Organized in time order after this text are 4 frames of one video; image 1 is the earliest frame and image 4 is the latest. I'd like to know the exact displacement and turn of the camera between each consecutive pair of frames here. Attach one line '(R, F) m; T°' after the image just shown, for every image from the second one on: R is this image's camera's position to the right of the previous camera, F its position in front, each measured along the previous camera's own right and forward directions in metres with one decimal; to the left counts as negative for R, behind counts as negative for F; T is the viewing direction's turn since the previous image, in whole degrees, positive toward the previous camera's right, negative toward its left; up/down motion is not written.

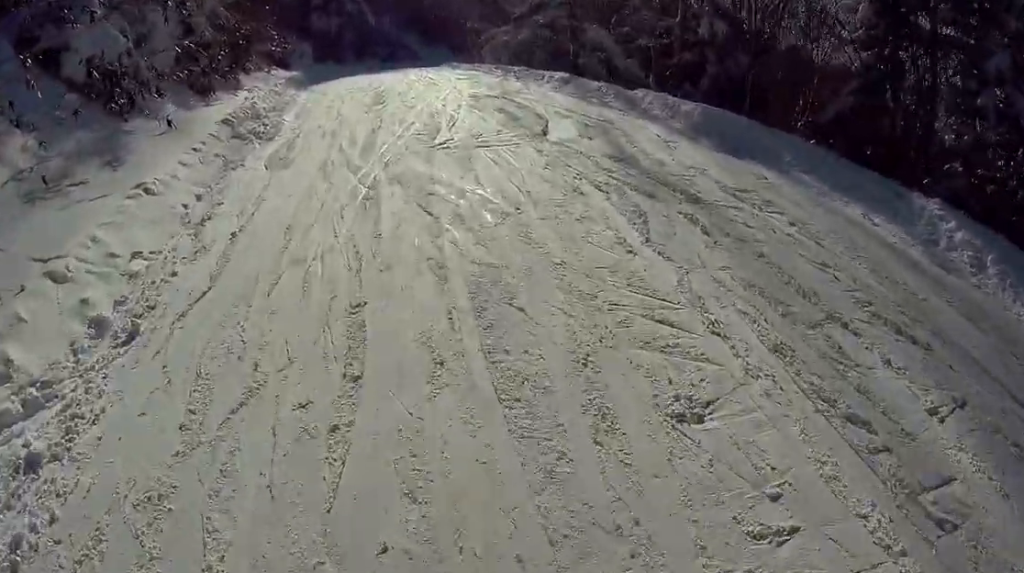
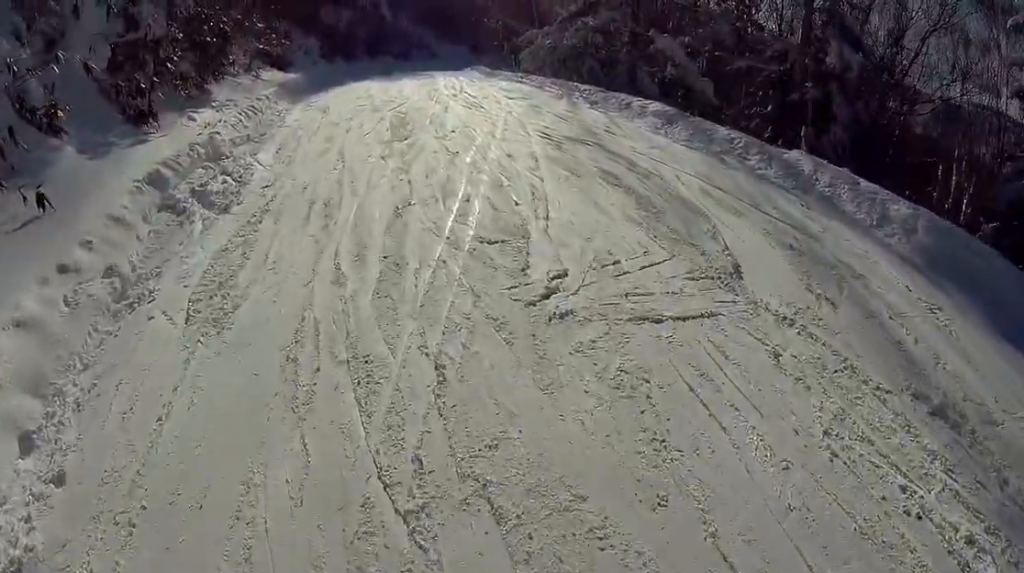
(+0.2, +9.9) m; -3°
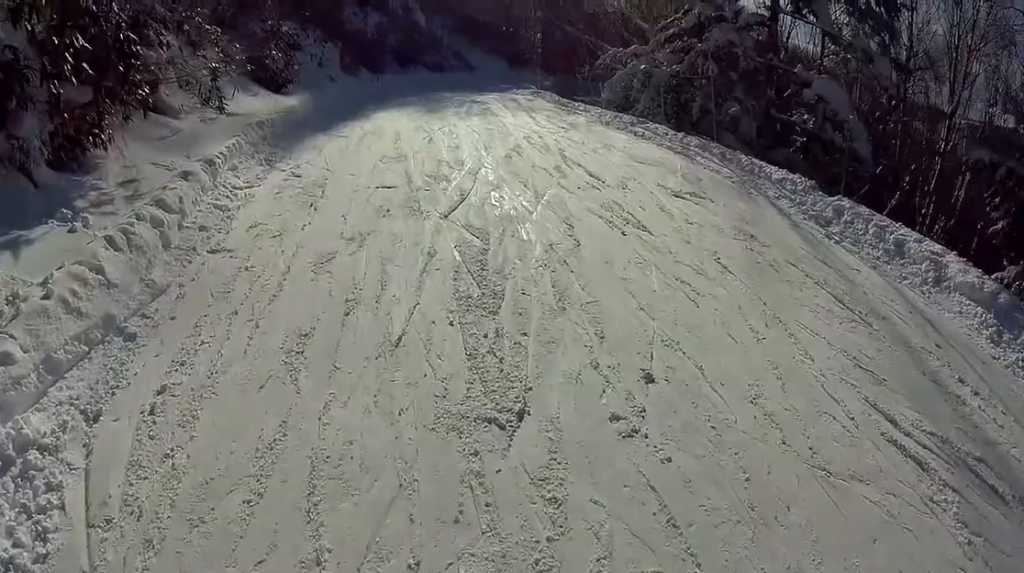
(+0.2, +12.1) m; +6°
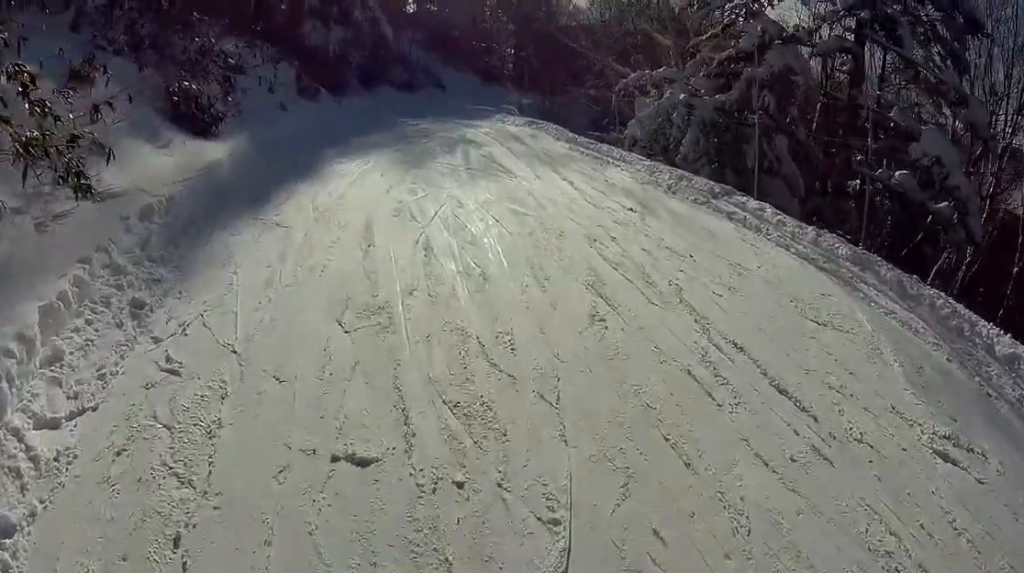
(+0.1, +7.8) m; 0°
